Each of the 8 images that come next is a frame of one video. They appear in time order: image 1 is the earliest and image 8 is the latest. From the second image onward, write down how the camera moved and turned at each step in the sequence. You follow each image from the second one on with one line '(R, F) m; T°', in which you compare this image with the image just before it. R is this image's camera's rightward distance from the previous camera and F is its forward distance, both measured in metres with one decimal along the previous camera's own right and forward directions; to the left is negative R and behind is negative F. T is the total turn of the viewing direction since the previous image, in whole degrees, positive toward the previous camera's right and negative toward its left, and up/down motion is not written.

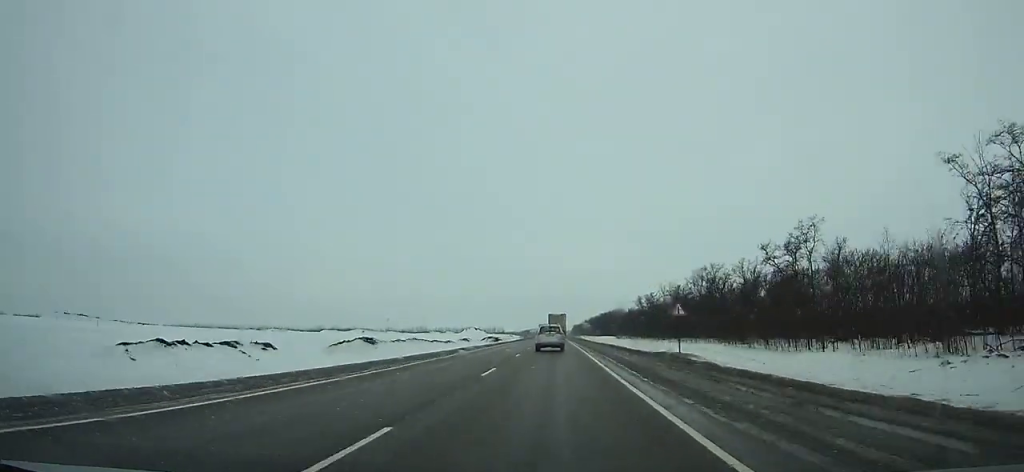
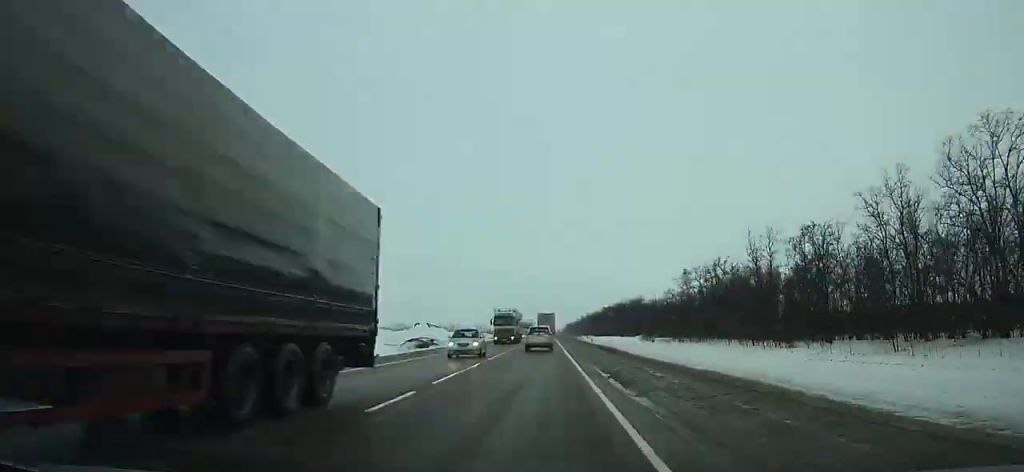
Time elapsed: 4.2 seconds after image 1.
(+0.4, +81.7) m; 0°
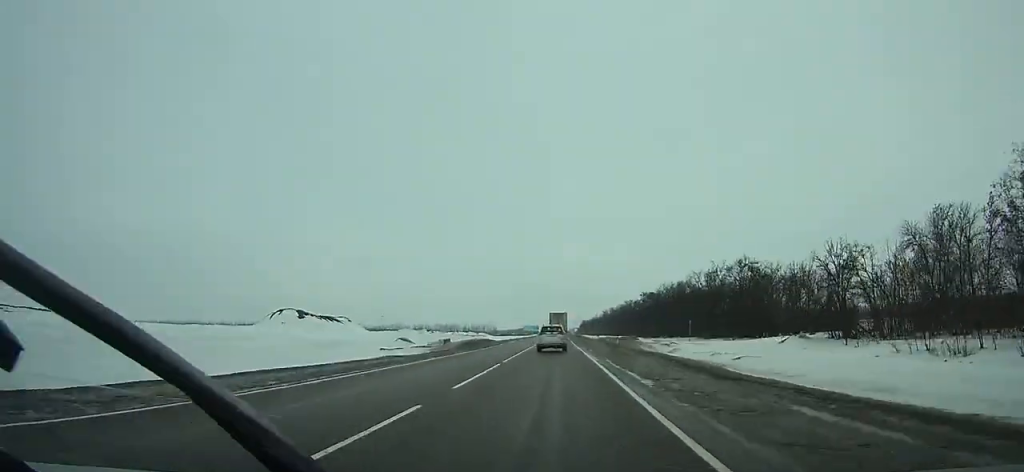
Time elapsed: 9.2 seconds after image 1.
(-0.9, +100.1) m; 0°
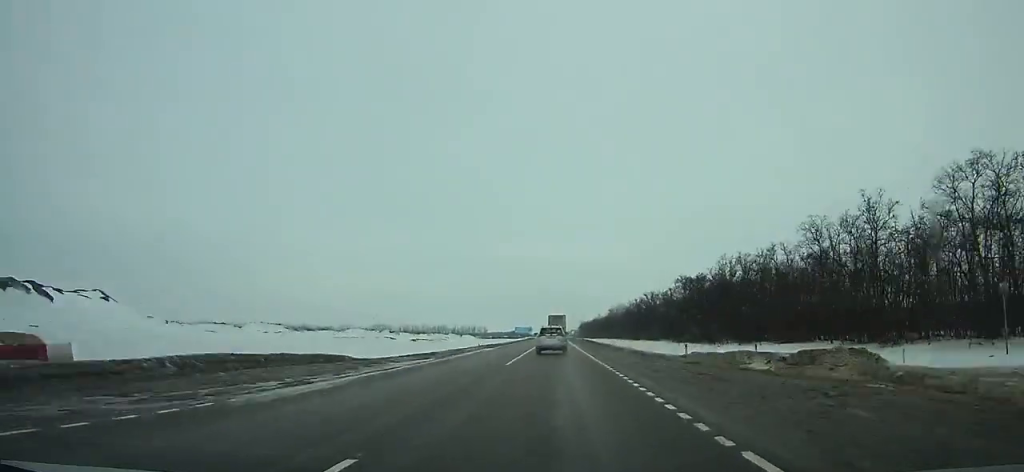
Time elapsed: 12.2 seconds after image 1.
(+0.3, +60.3) m; 0°
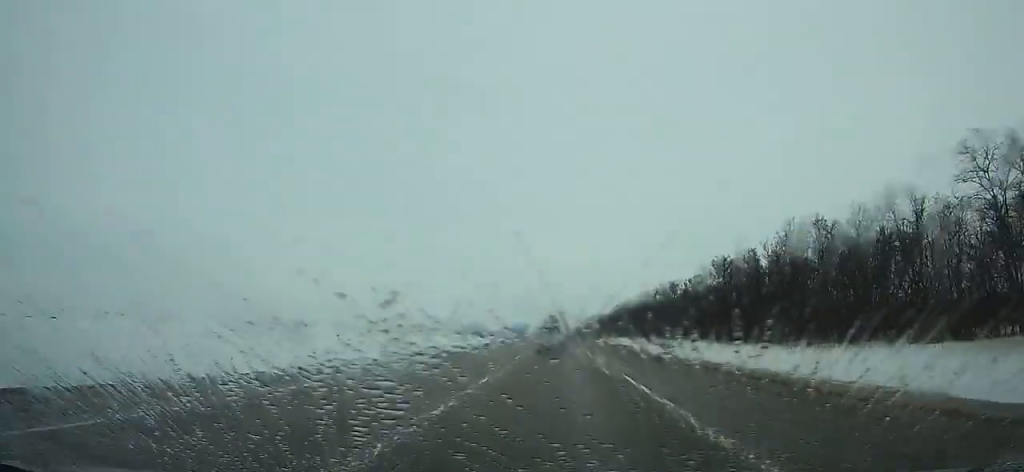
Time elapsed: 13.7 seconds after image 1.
(+0.1, +30.2) m; 0°
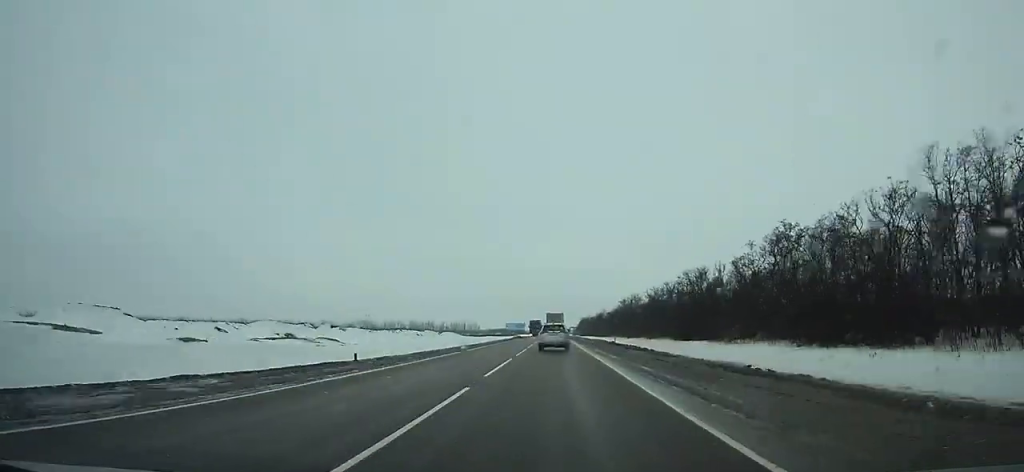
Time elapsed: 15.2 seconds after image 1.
(0.0, +30.3) m; 0°
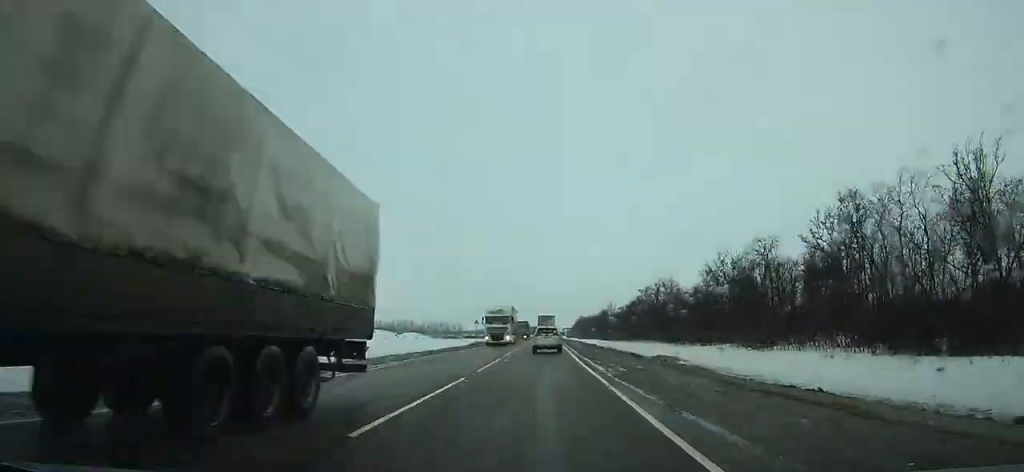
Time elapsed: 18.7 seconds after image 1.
(+0.2, +71.0) m; 0°
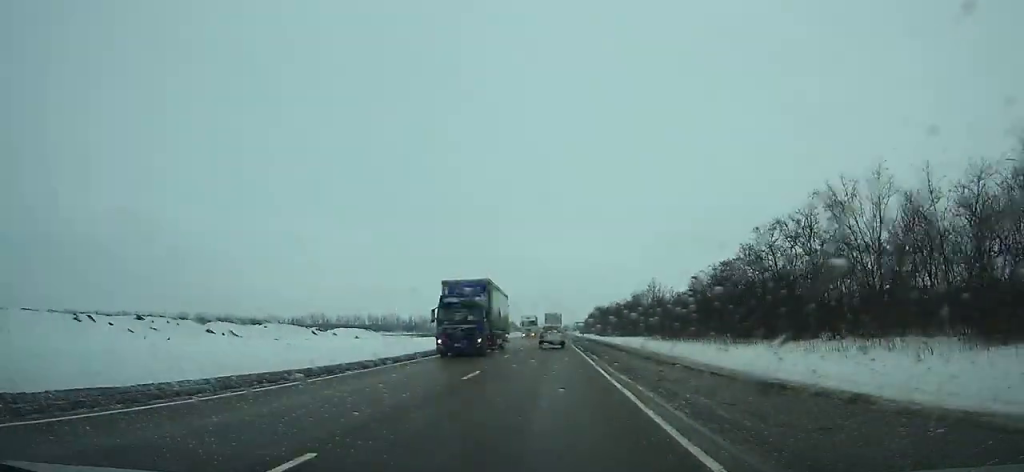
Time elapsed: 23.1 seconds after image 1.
(-0.2, +90.8) m; 0°
